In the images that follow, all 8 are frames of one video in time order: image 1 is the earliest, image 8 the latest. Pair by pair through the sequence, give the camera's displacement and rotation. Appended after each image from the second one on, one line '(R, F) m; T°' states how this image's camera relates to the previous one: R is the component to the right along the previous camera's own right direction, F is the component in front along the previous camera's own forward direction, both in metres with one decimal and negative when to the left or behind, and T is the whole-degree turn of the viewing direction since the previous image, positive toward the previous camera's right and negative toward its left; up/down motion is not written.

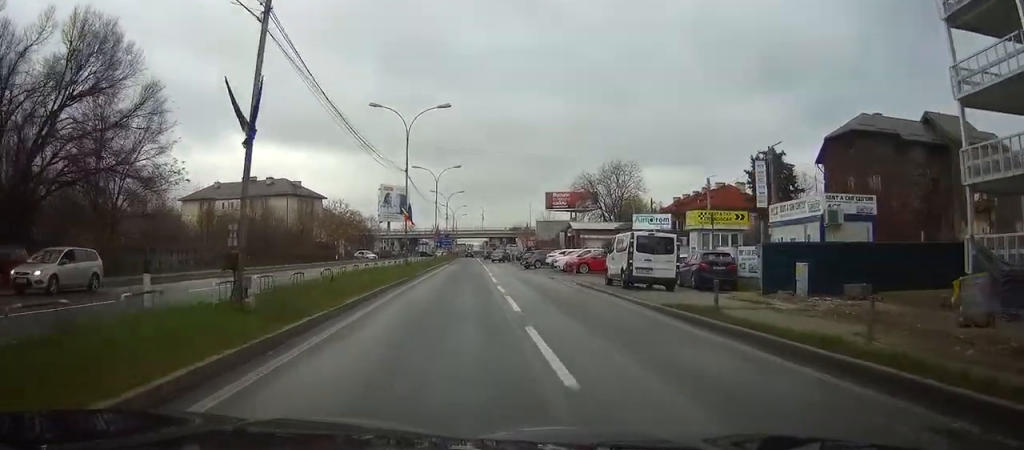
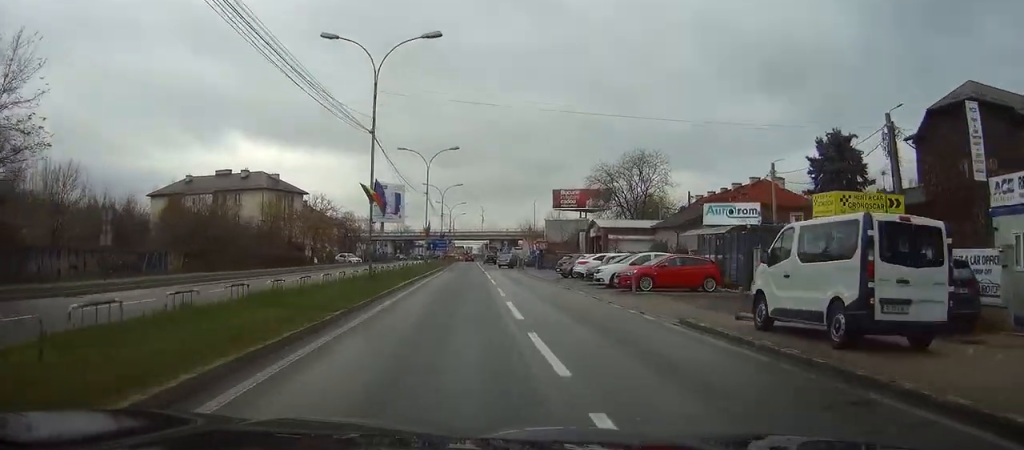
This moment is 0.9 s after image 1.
(0.0, +15.2) m; 0°
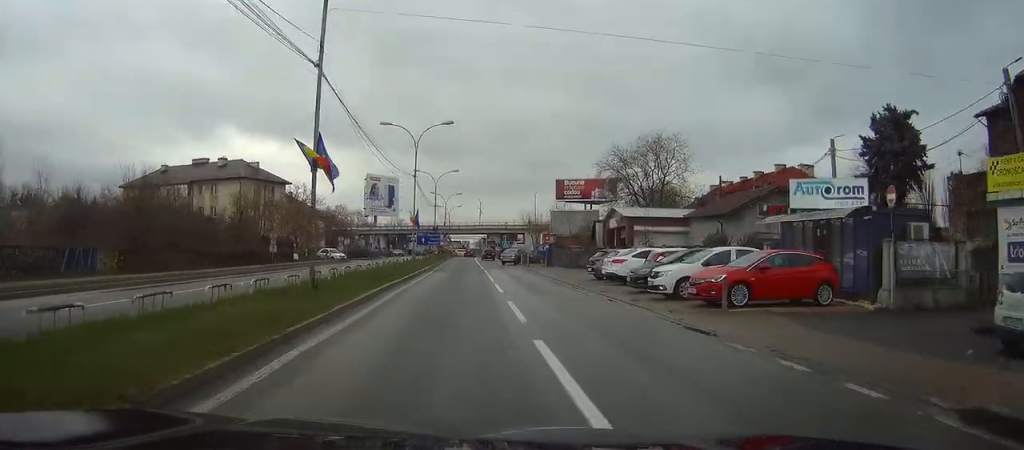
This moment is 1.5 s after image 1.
(0.0, +10.0) m; 0°
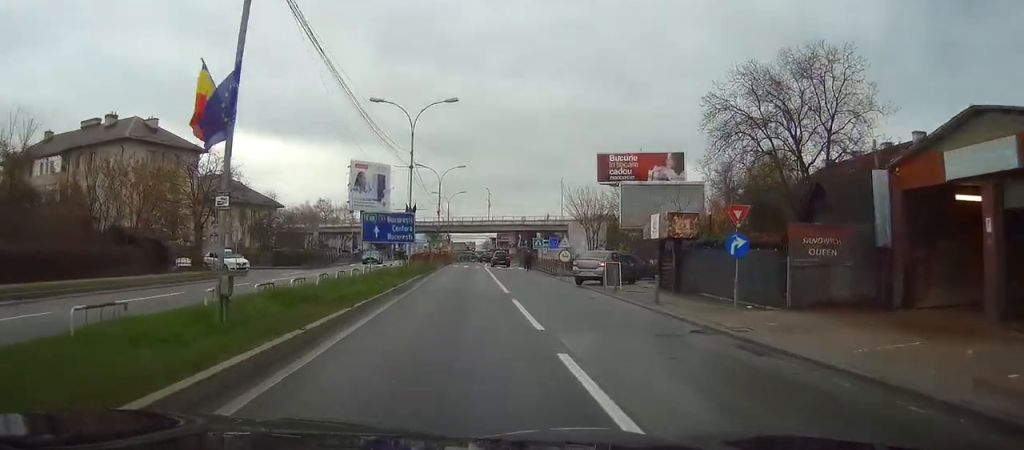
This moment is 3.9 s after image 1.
(-0.4, +39.2) m; -1°
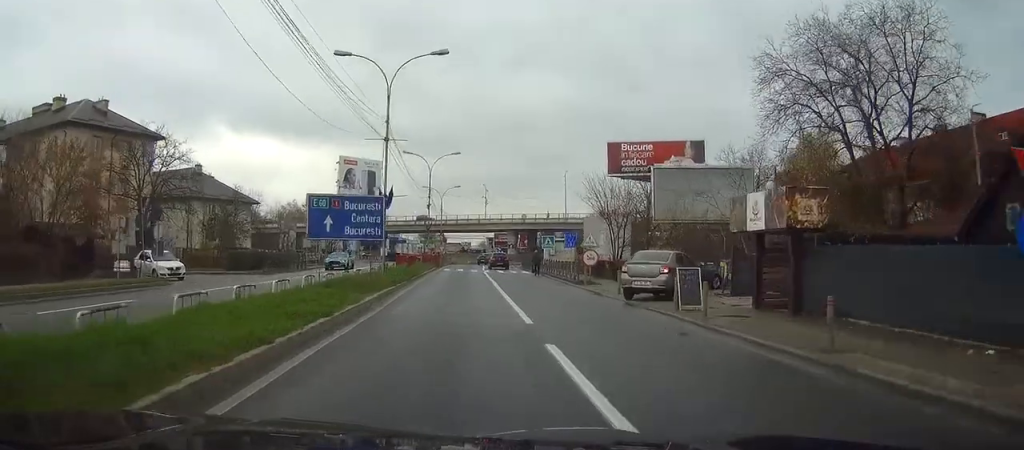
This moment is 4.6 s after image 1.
(0.0, +10.3) m; 0°
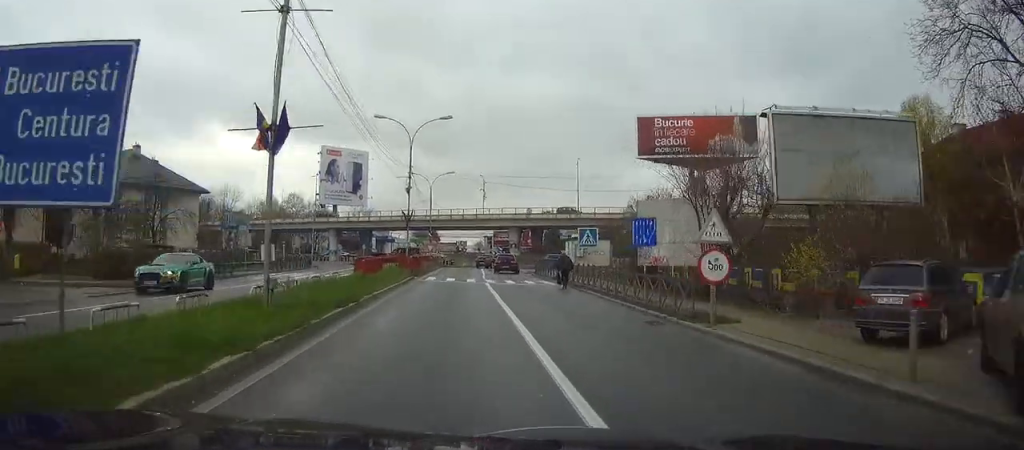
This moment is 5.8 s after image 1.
(0.0, +17.0) m; 0°
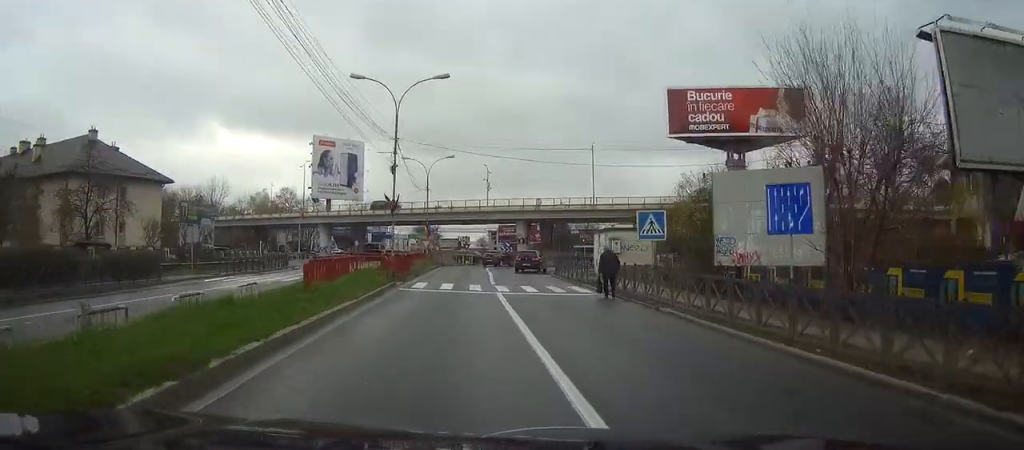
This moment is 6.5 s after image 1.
(0.0, +9.9) m; 0°
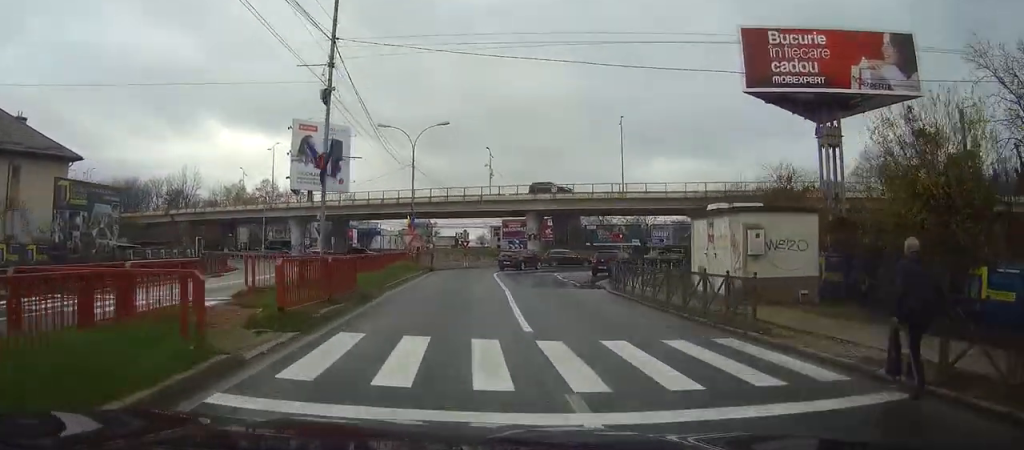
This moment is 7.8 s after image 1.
(-0.1, +15.3) m; 0°
